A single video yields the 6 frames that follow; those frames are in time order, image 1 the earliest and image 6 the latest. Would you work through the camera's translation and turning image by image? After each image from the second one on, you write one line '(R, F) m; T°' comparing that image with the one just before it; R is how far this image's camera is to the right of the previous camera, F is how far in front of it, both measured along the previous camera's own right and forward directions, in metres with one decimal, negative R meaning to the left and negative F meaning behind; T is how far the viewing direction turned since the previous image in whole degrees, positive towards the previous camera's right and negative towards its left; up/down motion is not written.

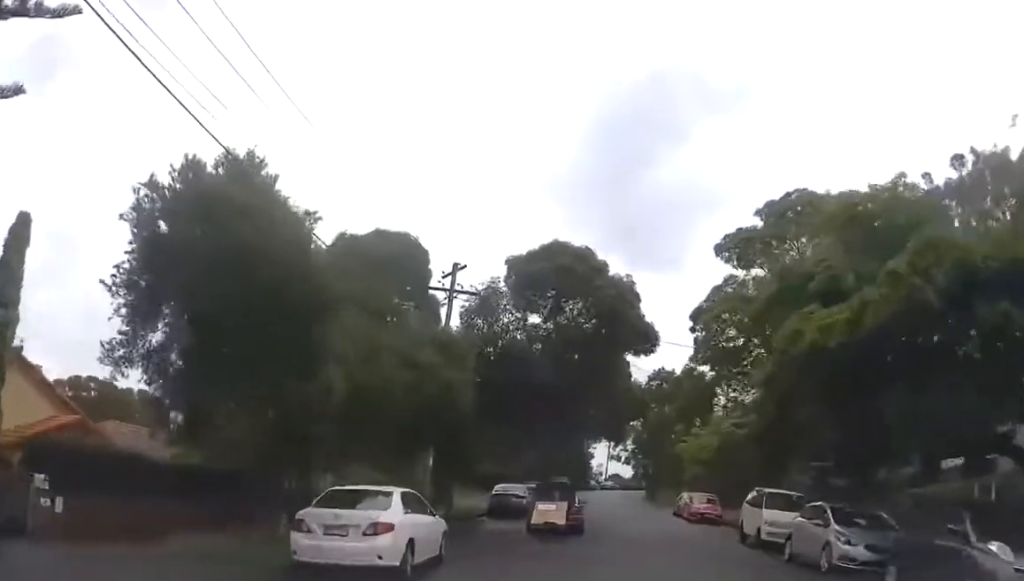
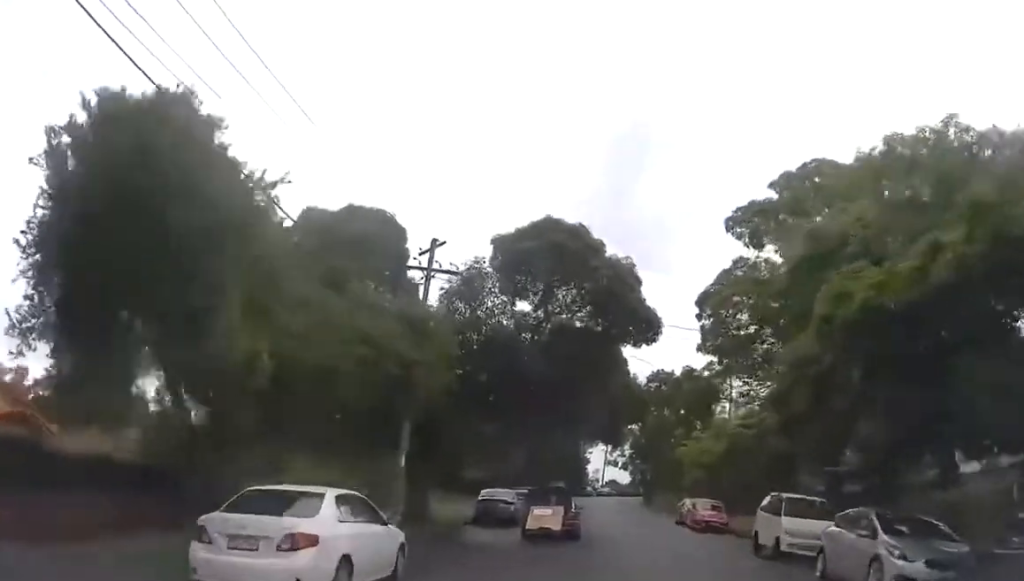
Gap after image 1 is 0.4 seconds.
(-0.2, +2.8) m; -3°
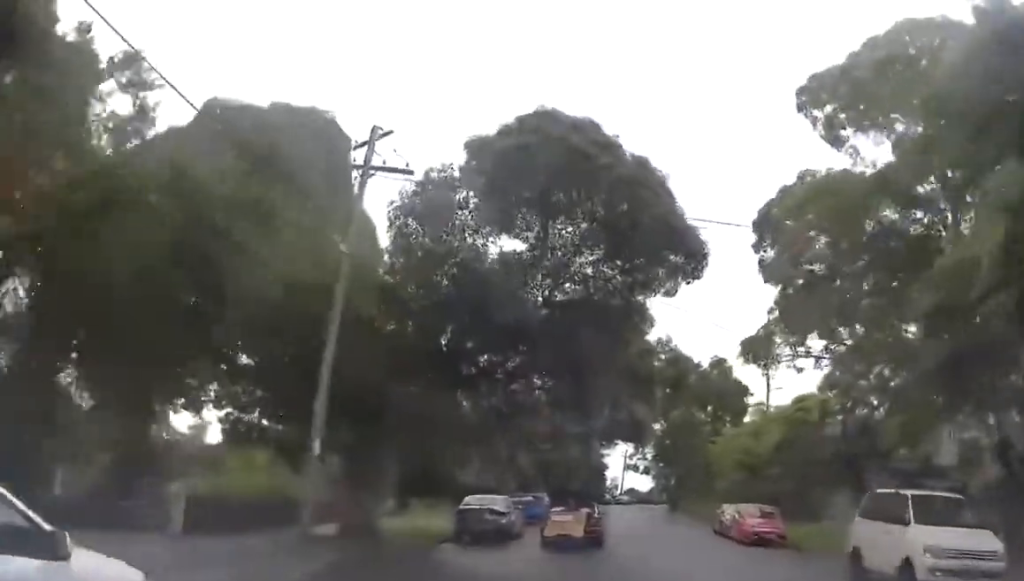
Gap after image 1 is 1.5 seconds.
(-0.1, +7.7) m; -1°
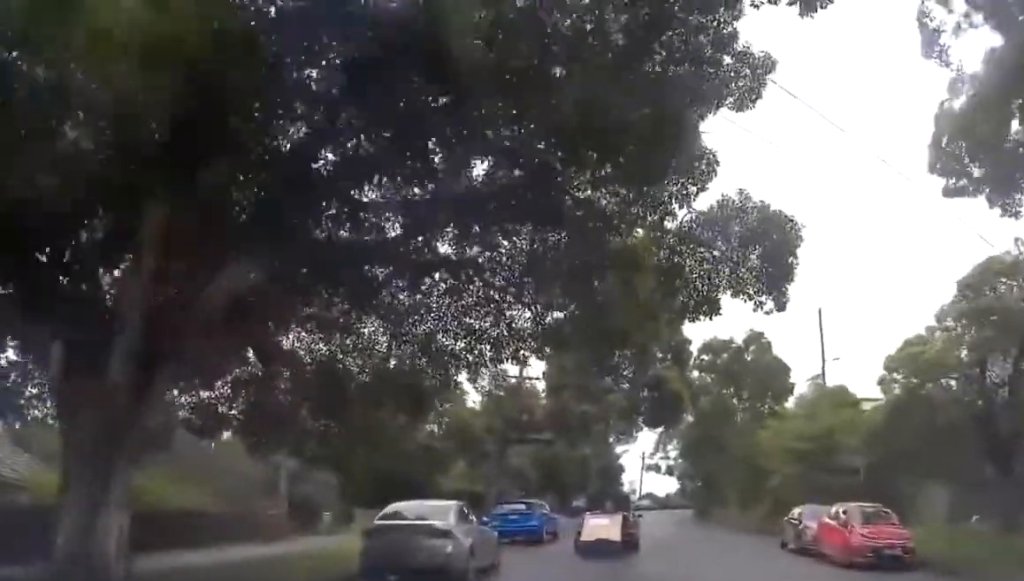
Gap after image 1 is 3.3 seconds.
(0.0, +11.2) m; +3°
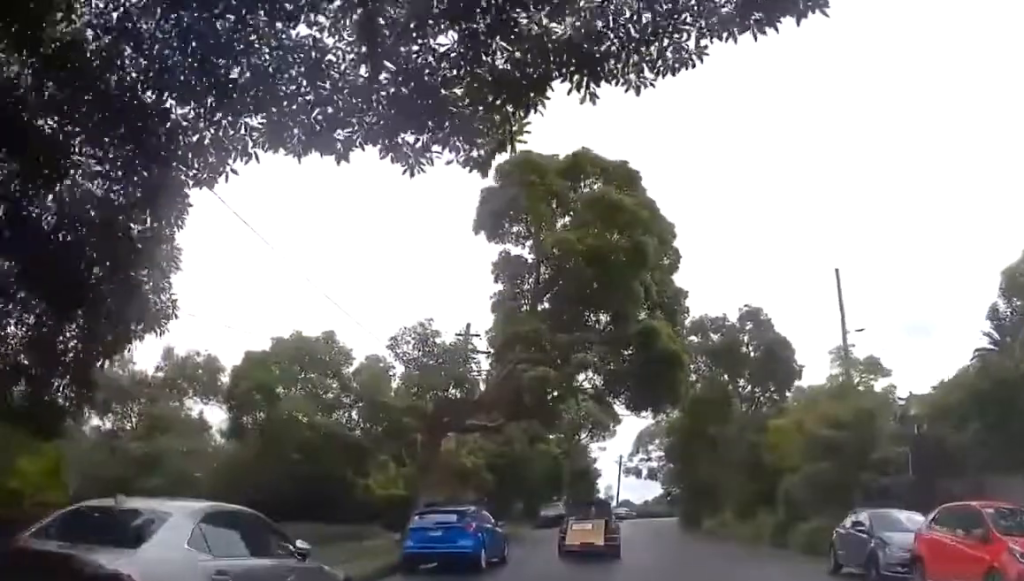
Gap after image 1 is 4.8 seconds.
(+0.9, +7.5) m; +11°
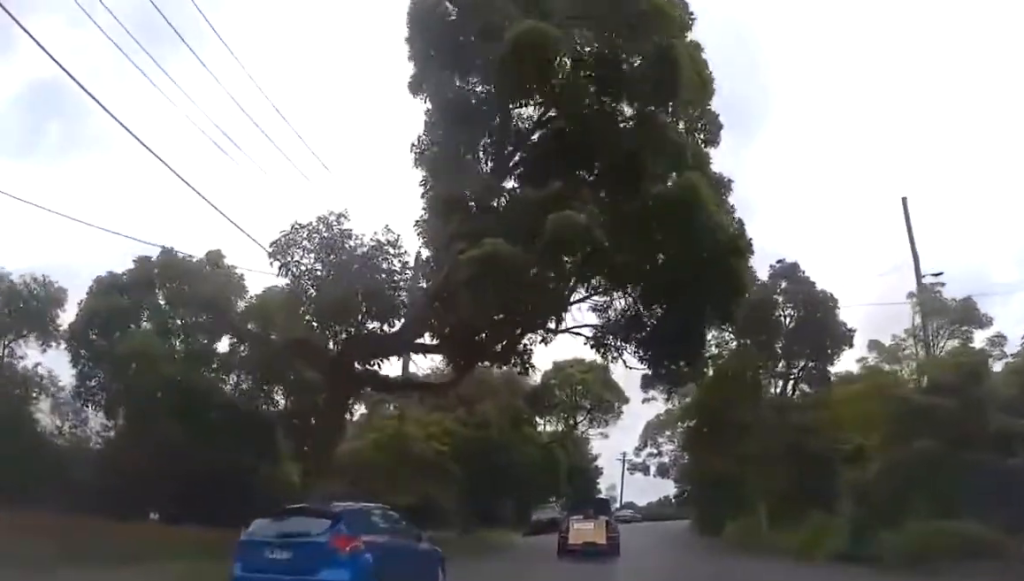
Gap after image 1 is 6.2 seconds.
(+0.3, +8.0) m; +2°
